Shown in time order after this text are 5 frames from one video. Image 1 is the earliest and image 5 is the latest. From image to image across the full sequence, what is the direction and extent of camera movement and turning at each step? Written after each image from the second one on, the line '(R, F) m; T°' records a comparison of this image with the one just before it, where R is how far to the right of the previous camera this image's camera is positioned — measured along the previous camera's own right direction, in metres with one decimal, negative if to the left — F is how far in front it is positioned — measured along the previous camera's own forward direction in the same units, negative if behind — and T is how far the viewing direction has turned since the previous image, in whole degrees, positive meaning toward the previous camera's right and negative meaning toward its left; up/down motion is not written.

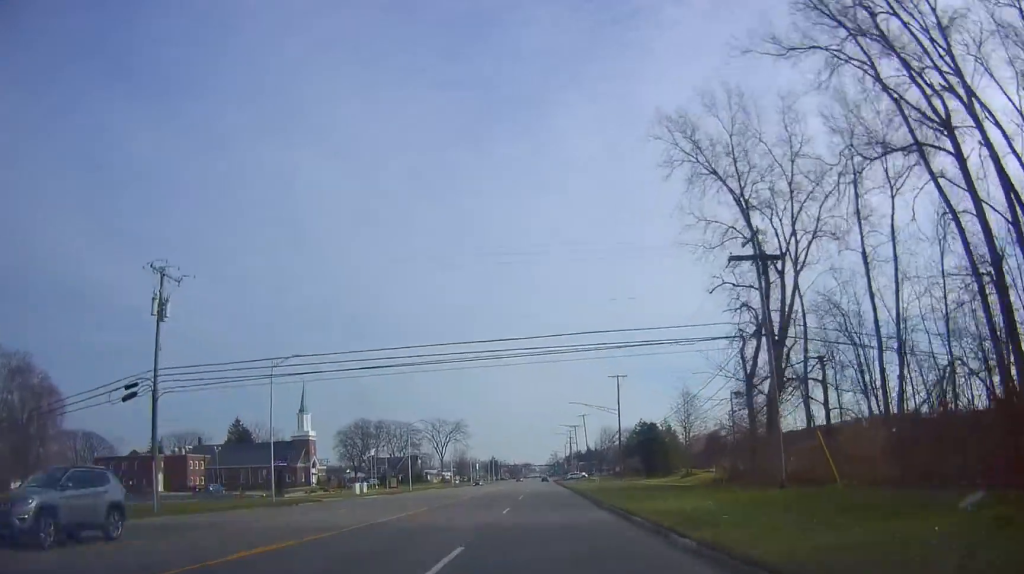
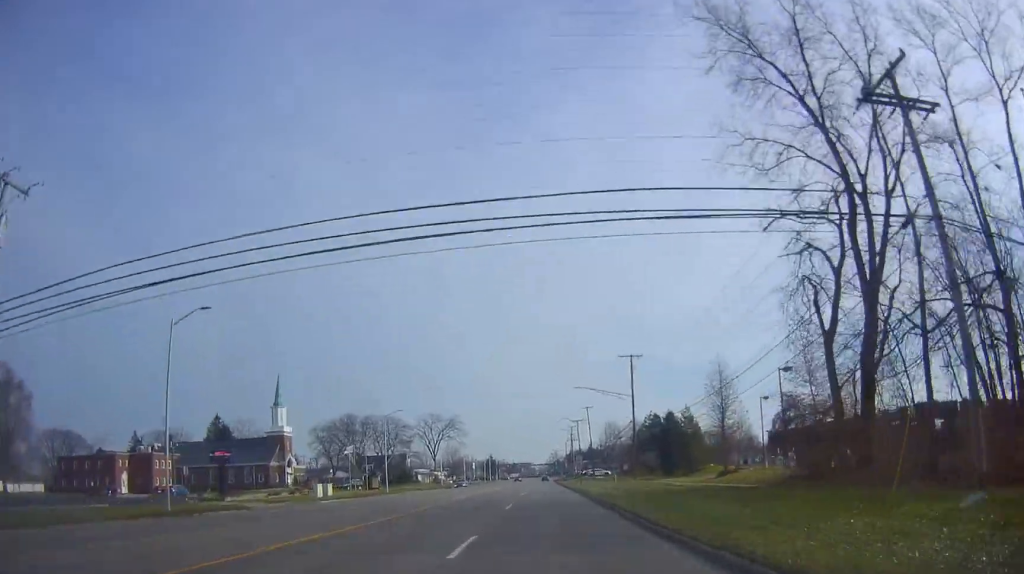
(-0.2, +13.3) m; 0°
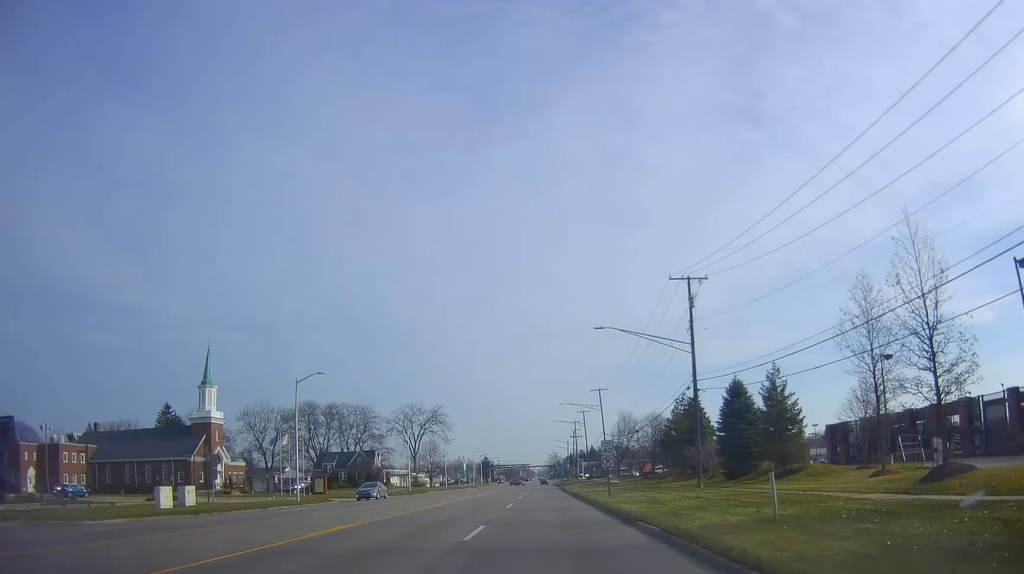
(0.0, +28.1) m; 0°
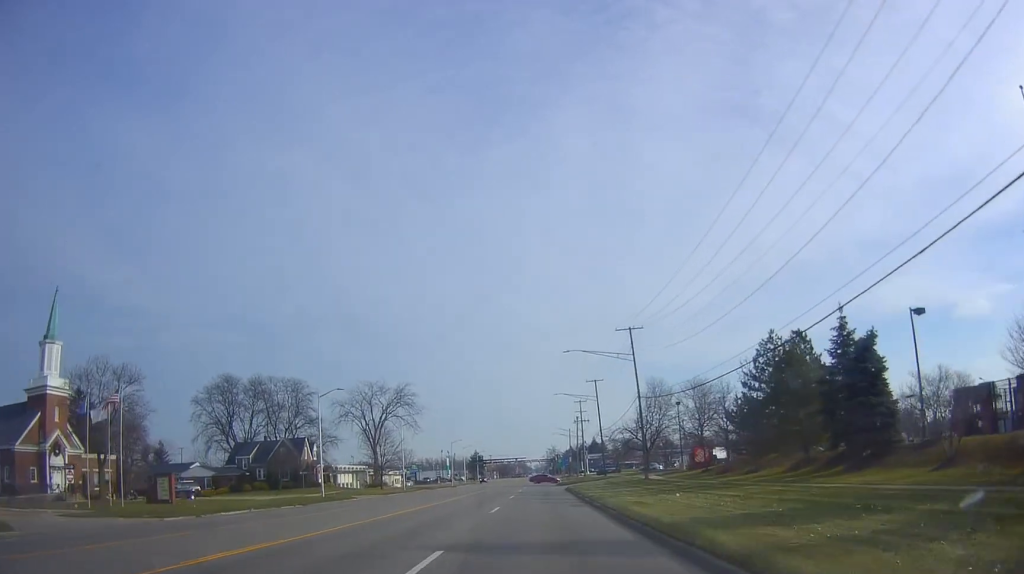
(+0.8, +36.8) m; 0°
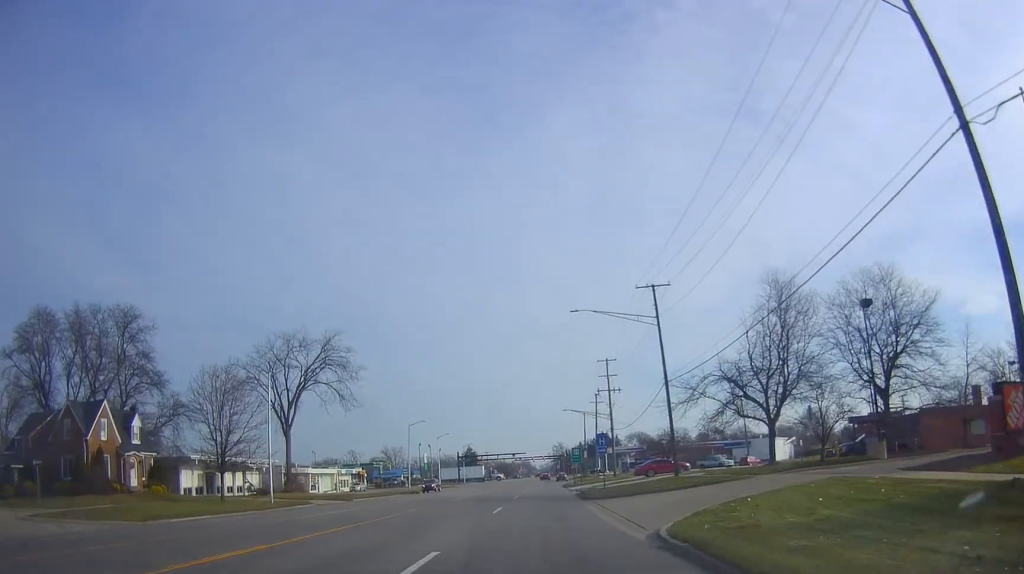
(-0.1, +46.8) m; +1°
